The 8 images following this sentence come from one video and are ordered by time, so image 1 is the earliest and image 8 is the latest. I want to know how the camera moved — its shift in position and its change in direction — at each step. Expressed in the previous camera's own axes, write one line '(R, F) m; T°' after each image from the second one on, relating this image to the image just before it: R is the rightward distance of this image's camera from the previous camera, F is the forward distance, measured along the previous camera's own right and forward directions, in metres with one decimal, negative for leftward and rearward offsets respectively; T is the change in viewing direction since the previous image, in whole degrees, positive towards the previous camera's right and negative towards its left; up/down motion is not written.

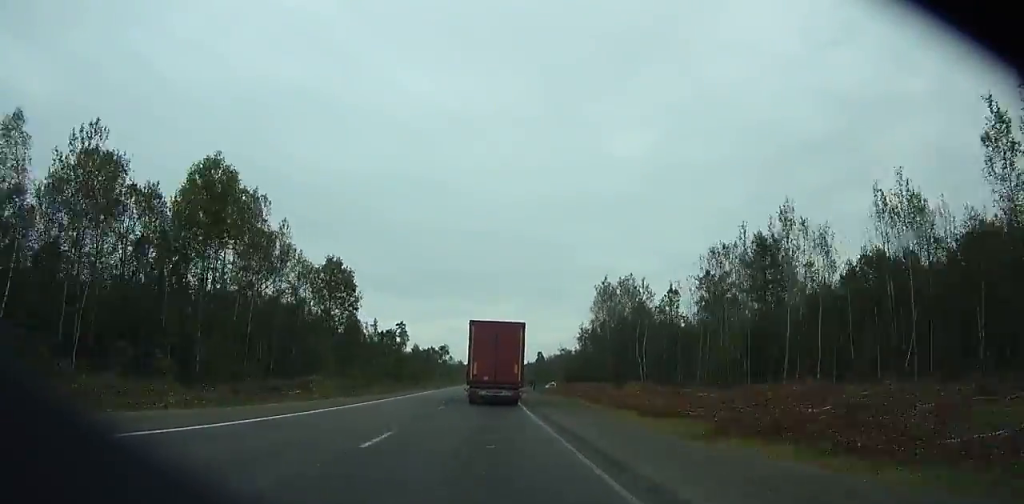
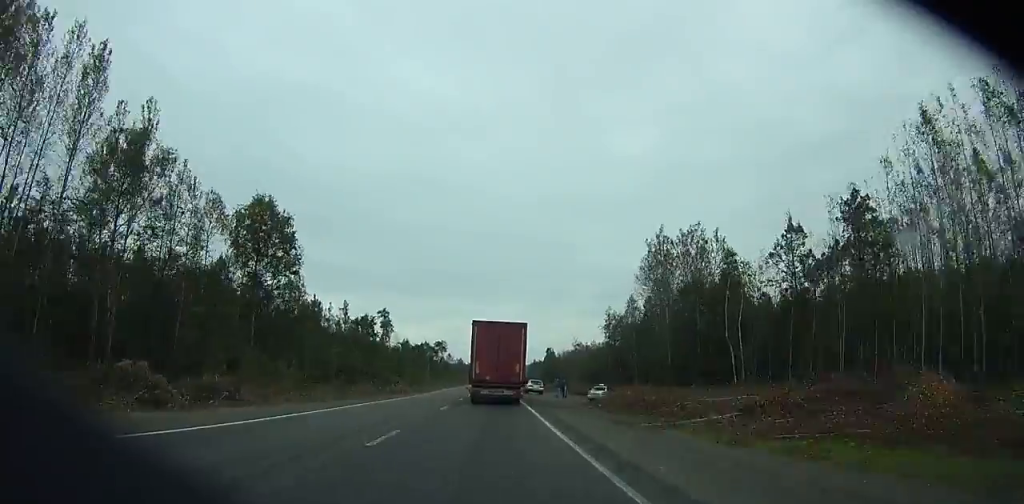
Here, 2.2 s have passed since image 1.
(0.0, +36.3) m; 0°
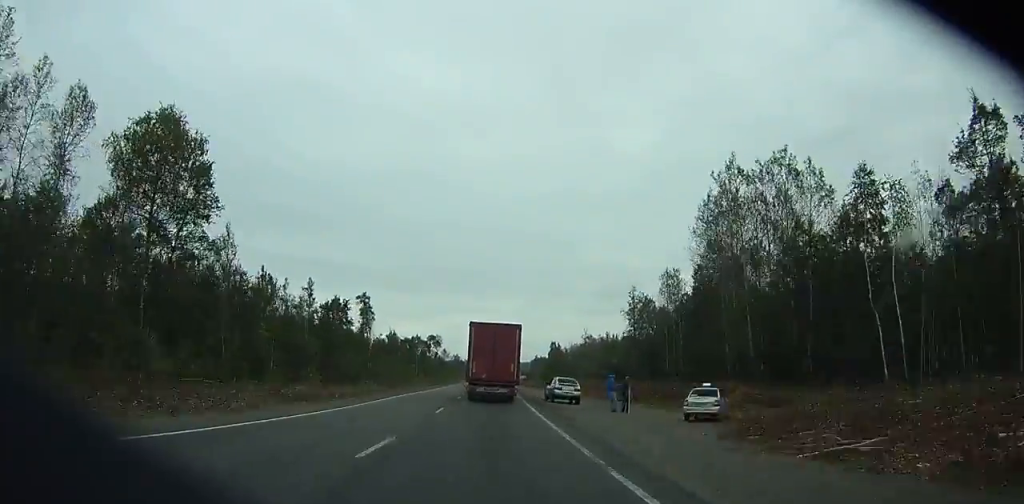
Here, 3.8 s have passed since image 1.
(+0.1, +26.0) m; 0°
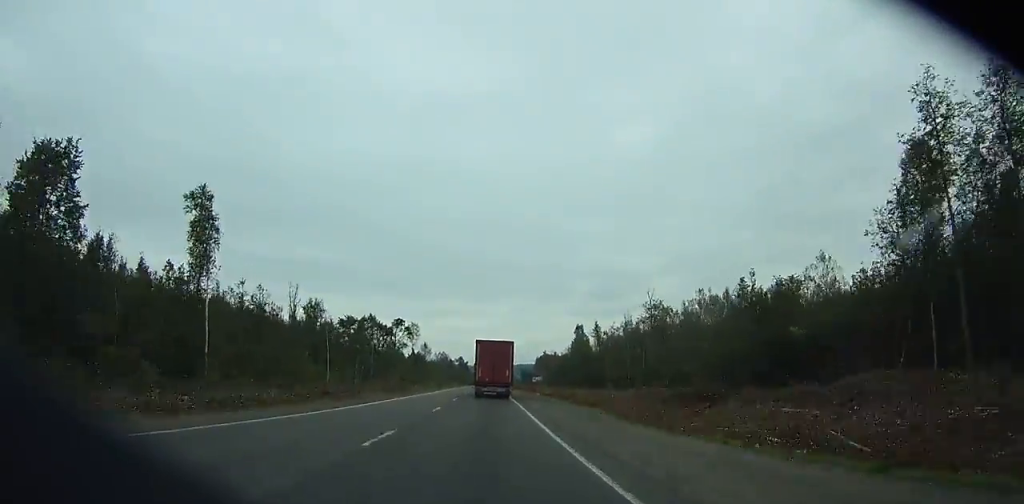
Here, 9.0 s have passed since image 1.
(-0.2, +84.7) m; -1°
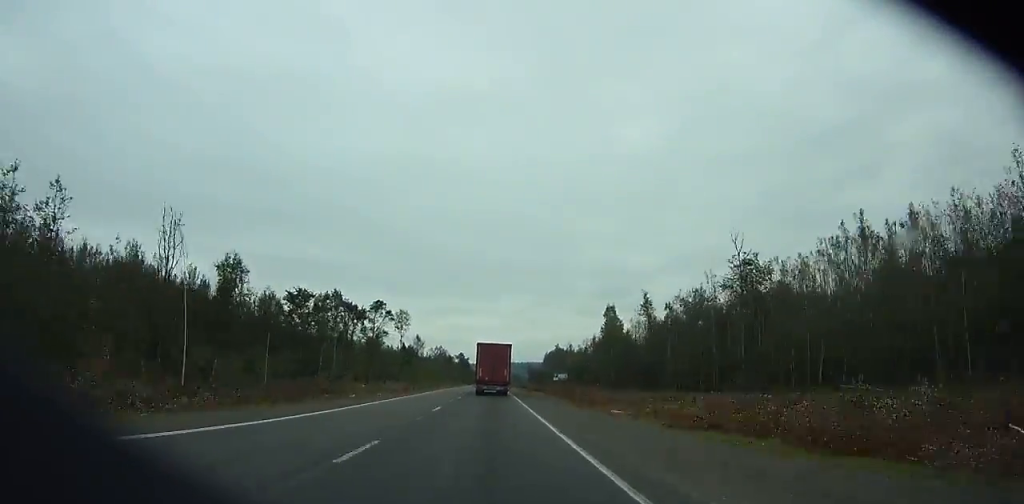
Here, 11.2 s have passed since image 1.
(-0.3, +37.3) m; -1°
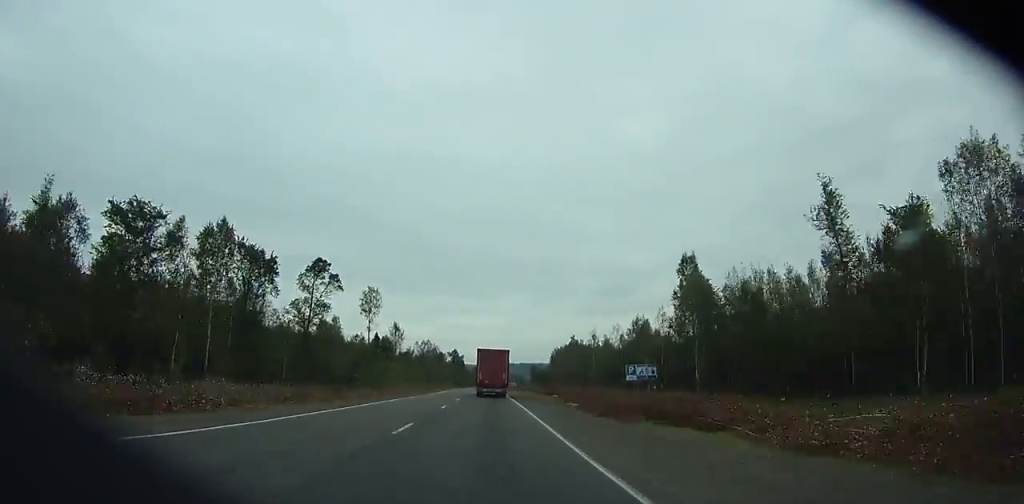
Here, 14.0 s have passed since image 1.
(-0.3, +49.6) m; 0°
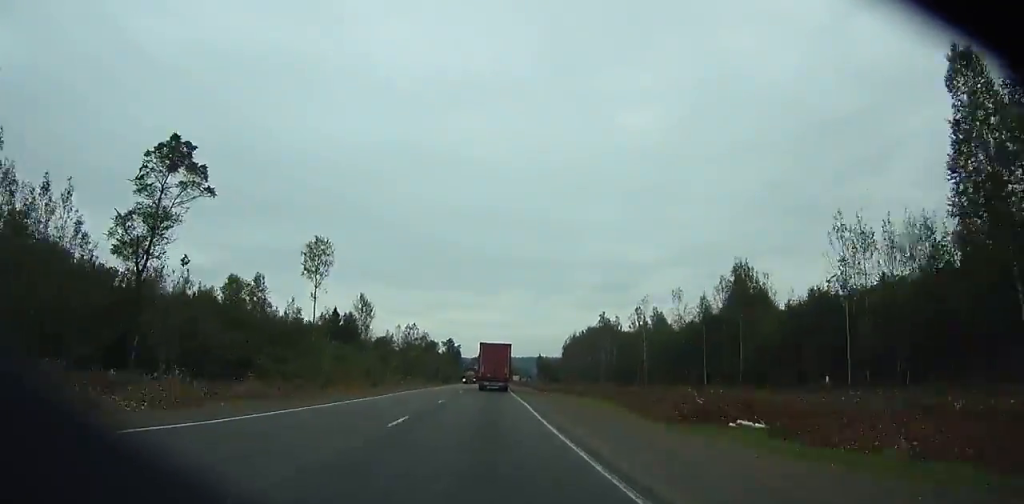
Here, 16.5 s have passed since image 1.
(+0.2, +46.3) m; 0°
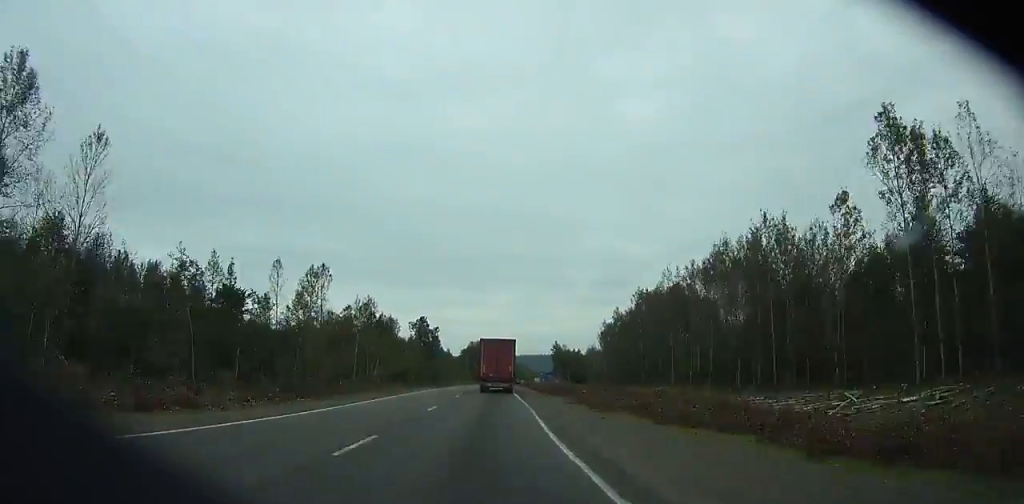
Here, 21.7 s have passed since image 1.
(+0.5, +100.0) m; +1°
